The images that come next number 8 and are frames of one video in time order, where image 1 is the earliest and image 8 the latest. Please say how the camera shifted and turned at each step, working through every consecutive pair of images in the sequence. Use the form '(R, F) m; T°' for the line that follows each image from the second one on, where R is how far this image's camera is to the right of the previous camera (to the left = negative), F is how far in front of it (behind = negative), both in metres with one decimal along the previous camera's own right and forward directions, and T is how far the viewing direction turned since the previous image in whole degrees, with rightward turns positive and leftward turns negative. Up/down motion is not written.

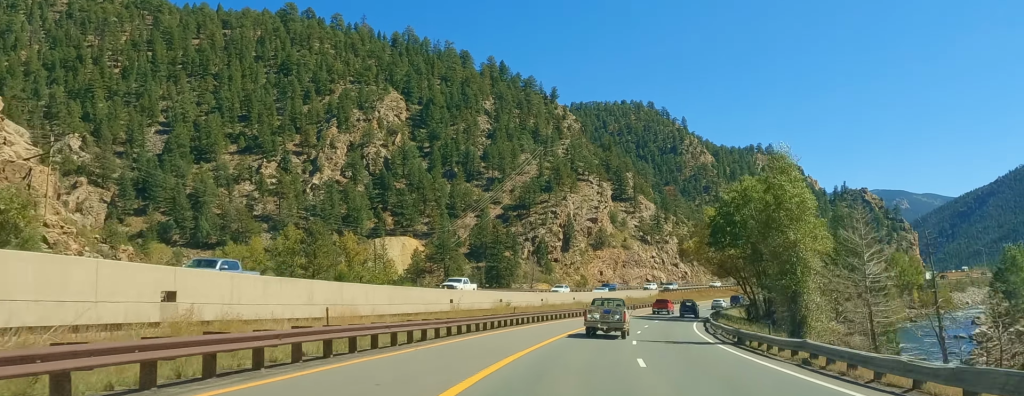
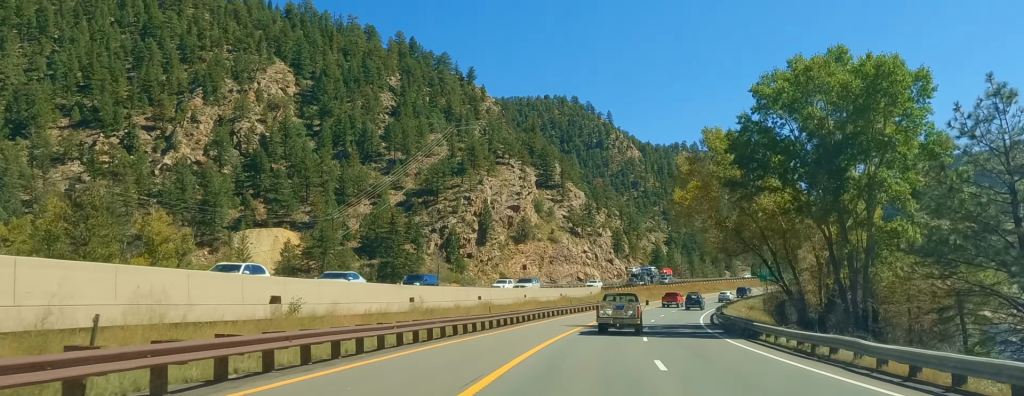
(+3.1, +37.3) m; +6°
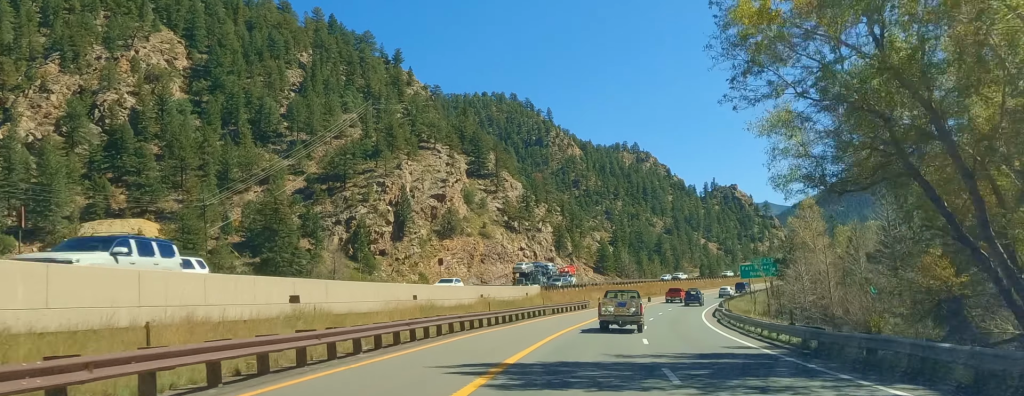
(+1.3, +28.0) m; +4°
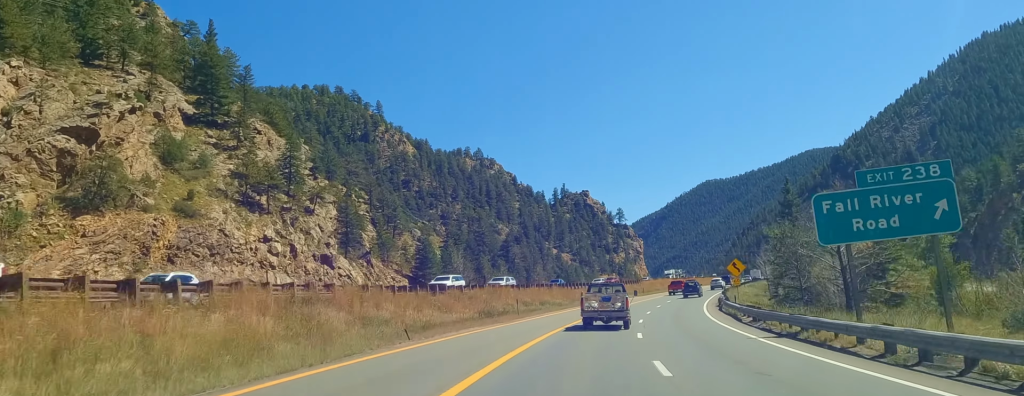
(+6.7, +71.7) m; +11°
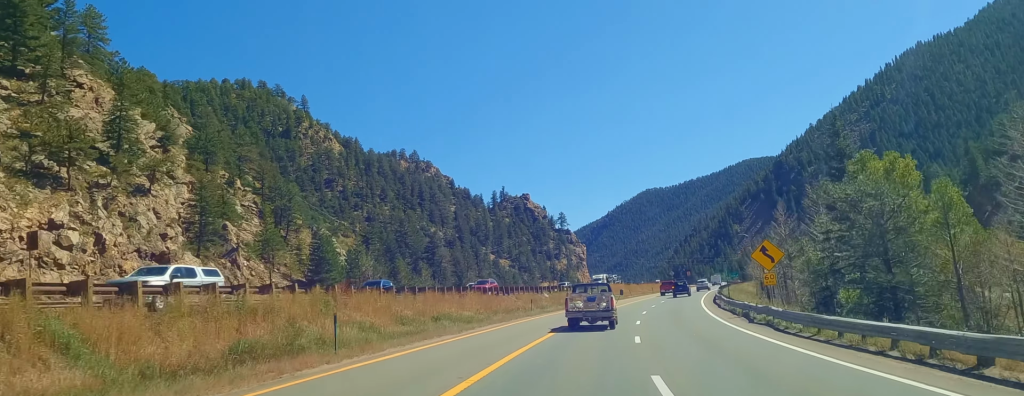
(+0.8, +27.2) m; +4°
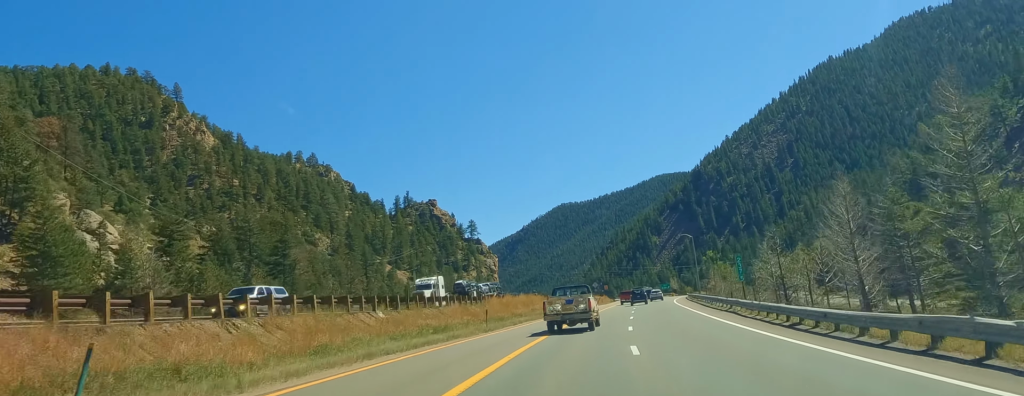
(+2.1, +41.4) m; +5°
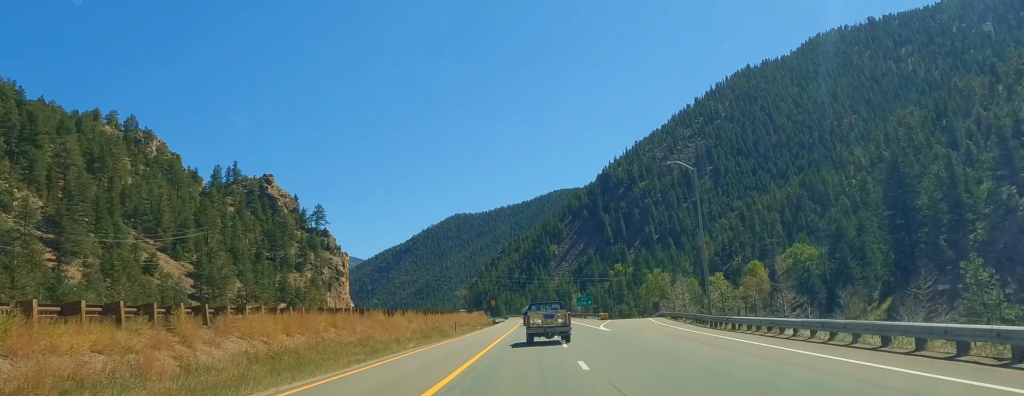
(+3.6, +98.1) m; +3°
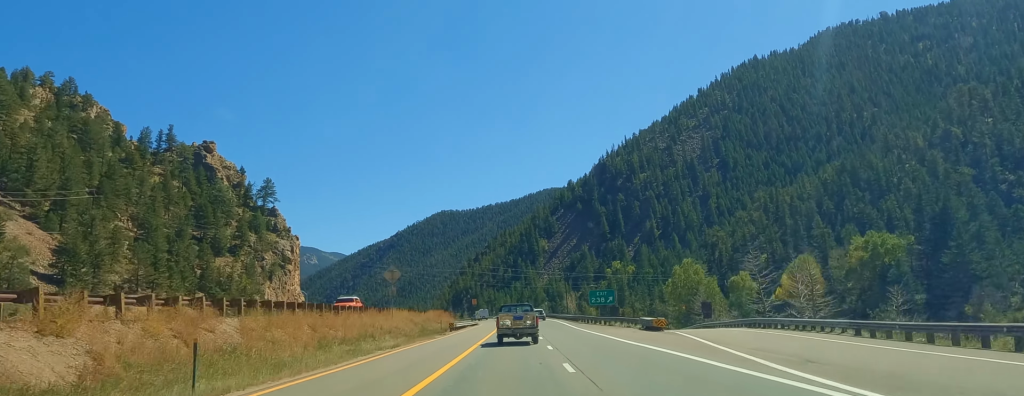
(+0.7, +49.1) m; 0°
